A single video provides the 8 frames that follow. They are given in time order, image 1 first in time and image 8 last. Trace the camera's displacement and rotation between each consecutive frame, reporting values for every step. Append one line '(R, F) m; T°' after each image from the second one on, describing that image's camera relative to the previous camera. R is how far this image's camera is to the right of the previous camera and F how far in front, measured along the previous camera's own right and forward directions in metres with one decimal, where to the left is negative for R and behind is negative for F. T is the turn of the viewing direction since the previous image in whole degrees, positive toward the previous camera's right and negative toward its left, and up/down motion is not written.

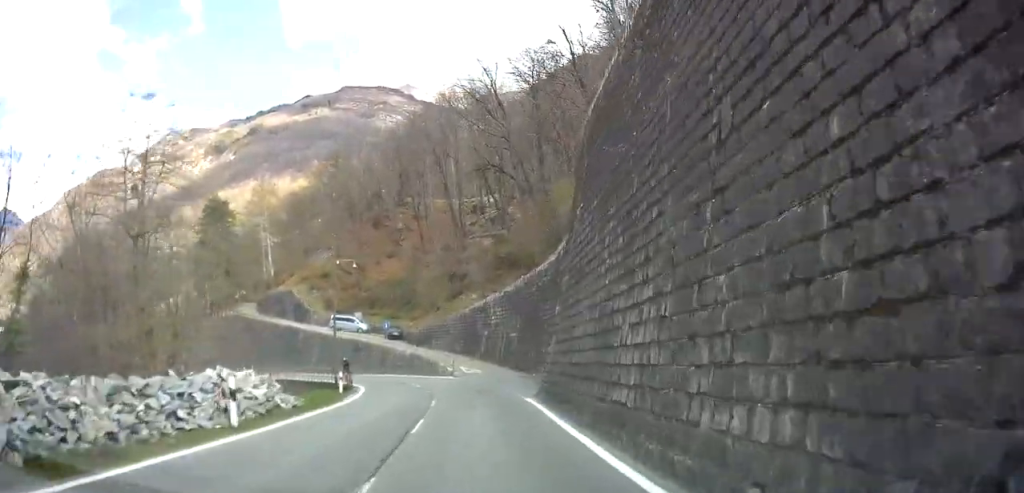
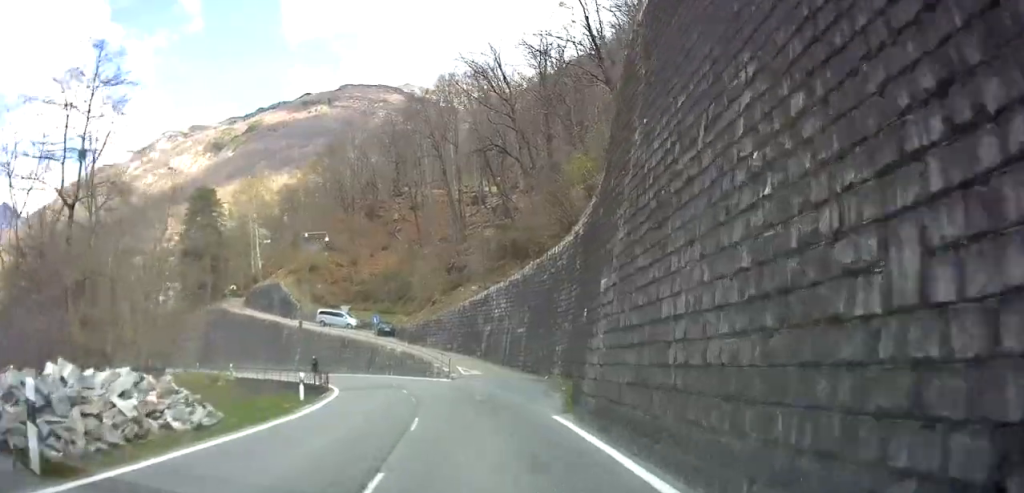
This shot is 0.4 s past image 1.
(-0.7, +5.3) m; -5°
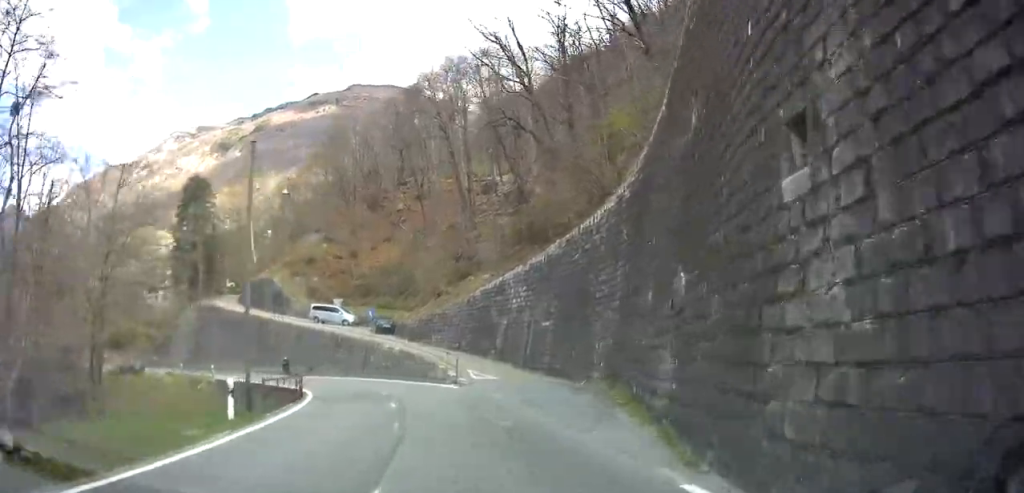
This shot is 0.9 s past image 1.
(-1.2, +6.1) m; -7°
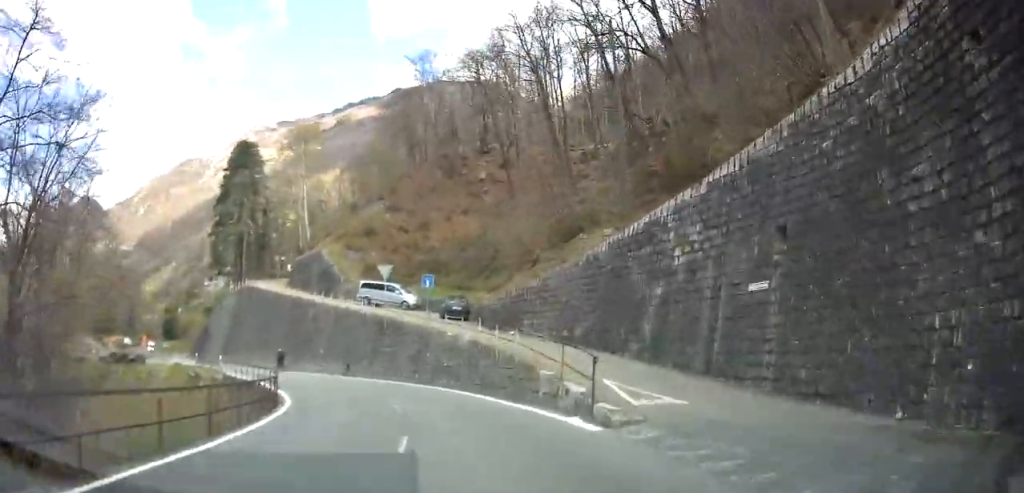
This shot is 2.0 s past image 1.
(-0.4, +14.2) m; -5°
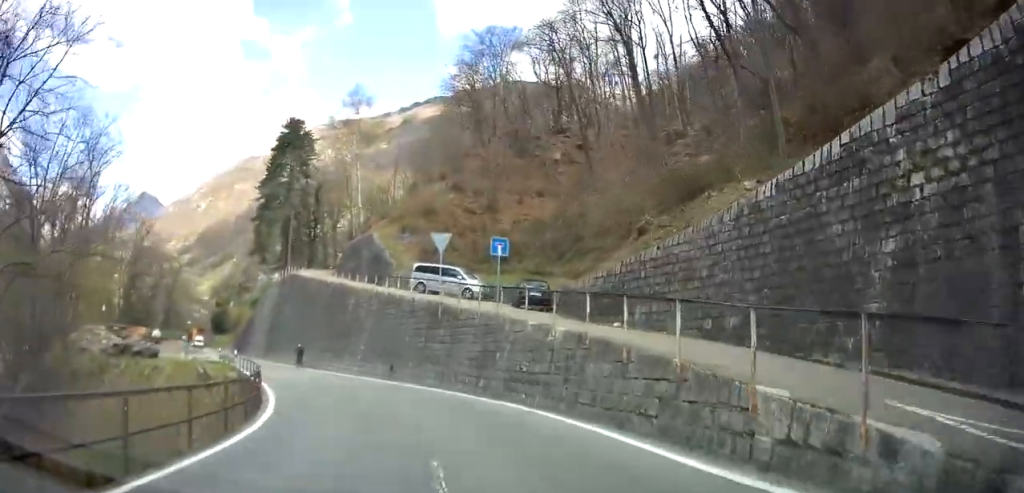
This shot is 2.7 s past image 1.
(-0.5, +8.3) m; -5°
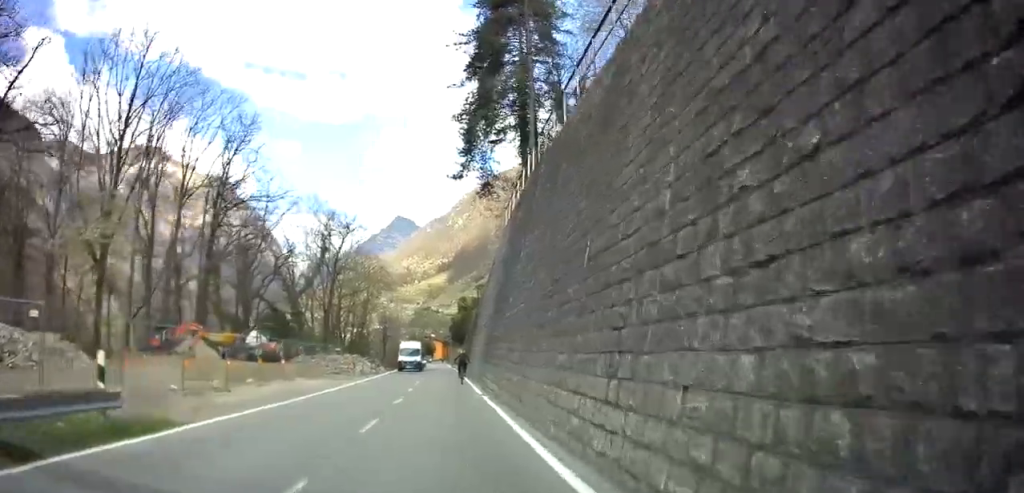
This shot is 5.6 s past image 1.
(-11.1, +36.3) m; -22°
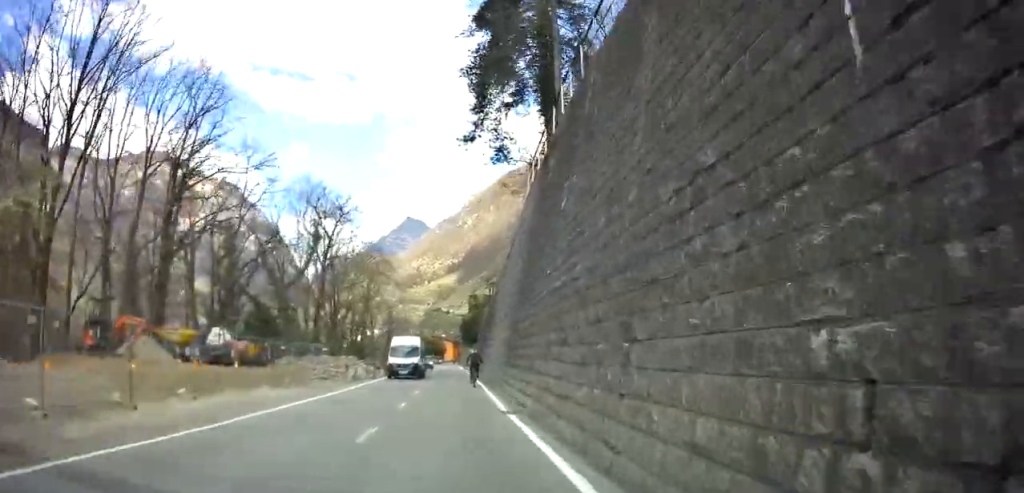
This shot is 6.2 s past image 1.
(+0.5, +6.9) m; +4°
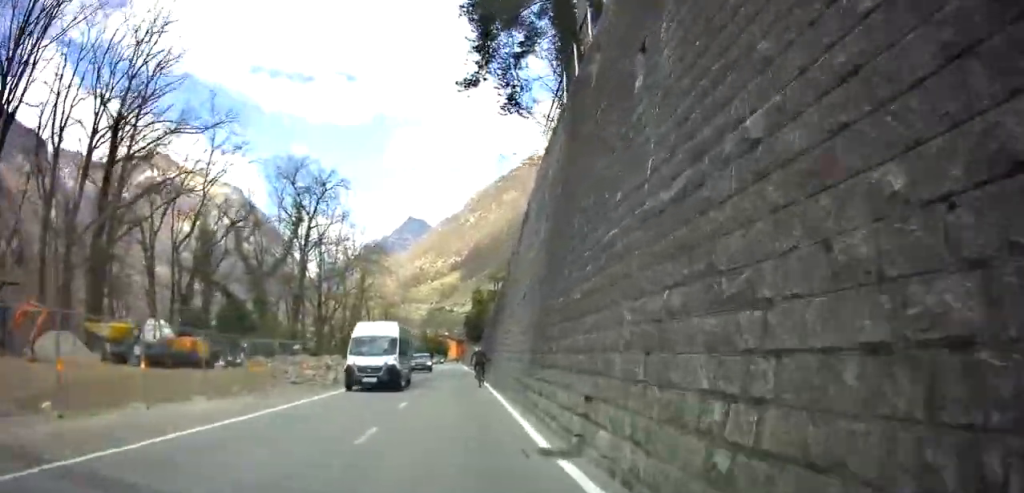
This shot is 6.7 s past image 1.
(0.0, +6.8) m; 0°
